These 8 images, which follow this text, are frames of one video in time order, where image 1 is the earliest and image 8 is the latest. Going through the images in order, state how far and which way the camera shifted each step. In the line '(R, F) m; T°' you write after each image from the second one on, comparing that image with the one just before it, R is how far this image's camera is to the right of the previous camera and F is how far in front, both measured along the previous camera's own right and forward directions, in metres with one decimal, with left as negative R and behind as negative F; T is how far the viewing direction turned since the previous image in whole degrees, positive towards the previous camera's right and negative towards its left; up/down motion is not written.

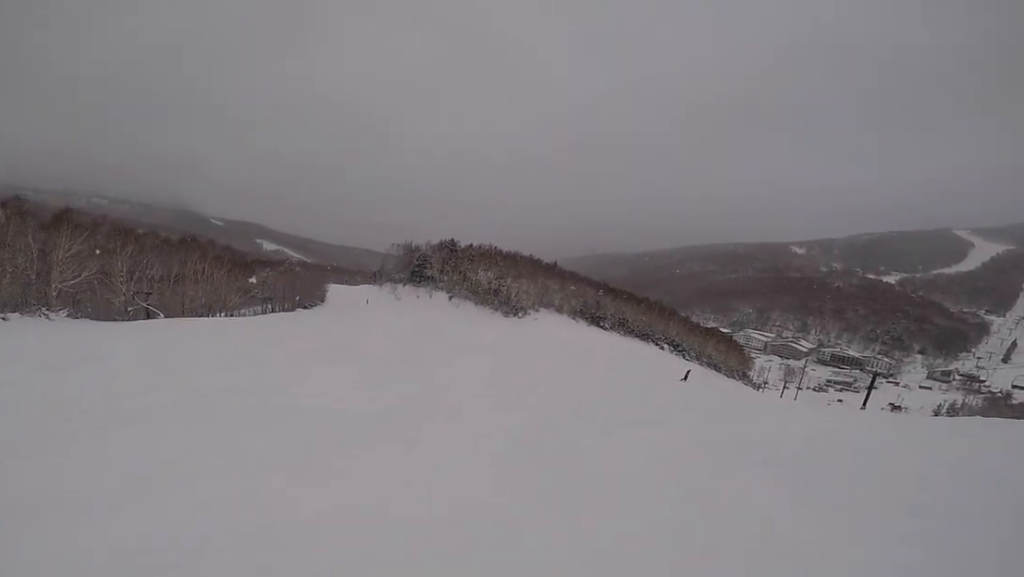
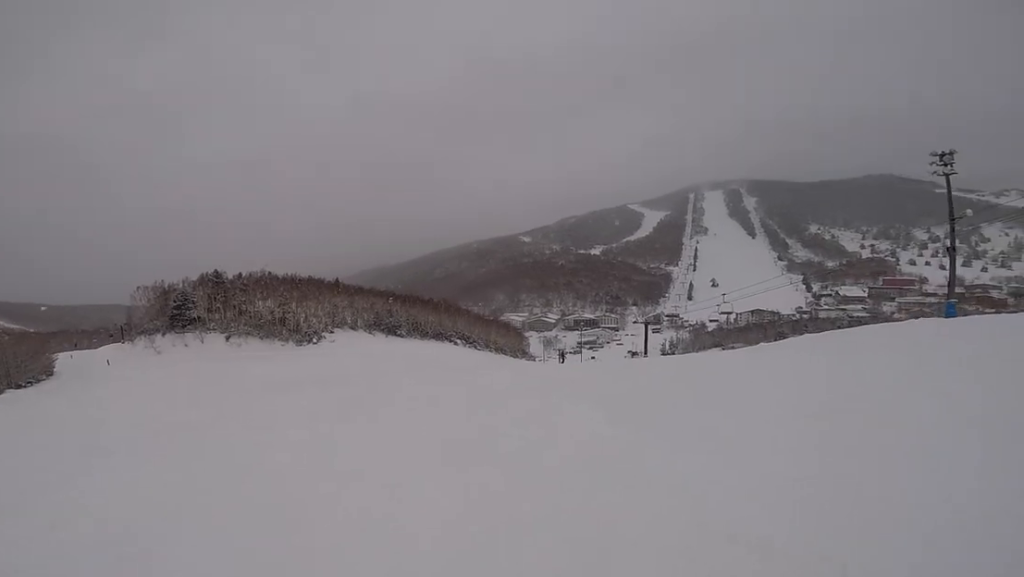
(+2.7, +11.2) m; +48°
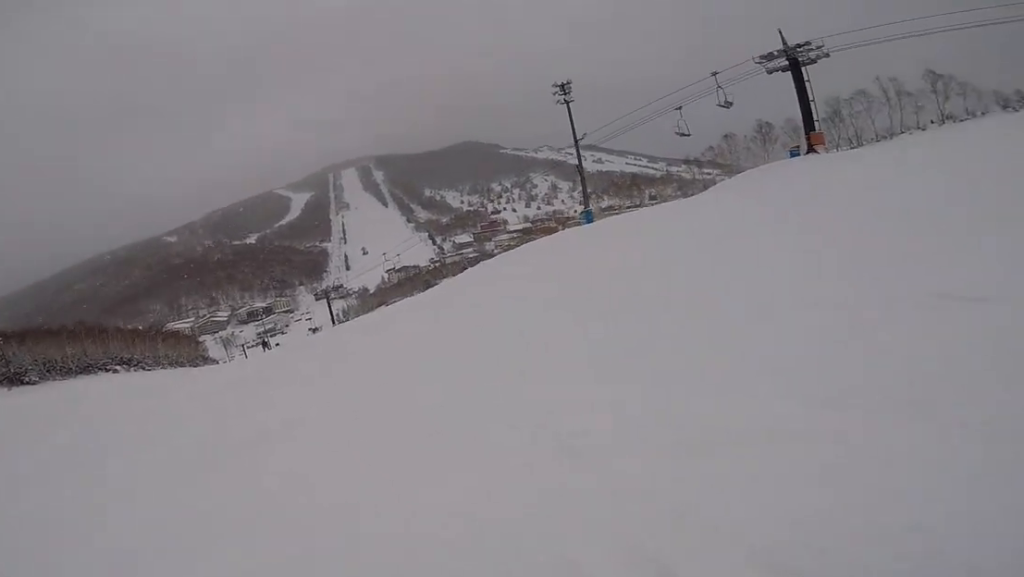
(+2.0, +5.6) m; +20°
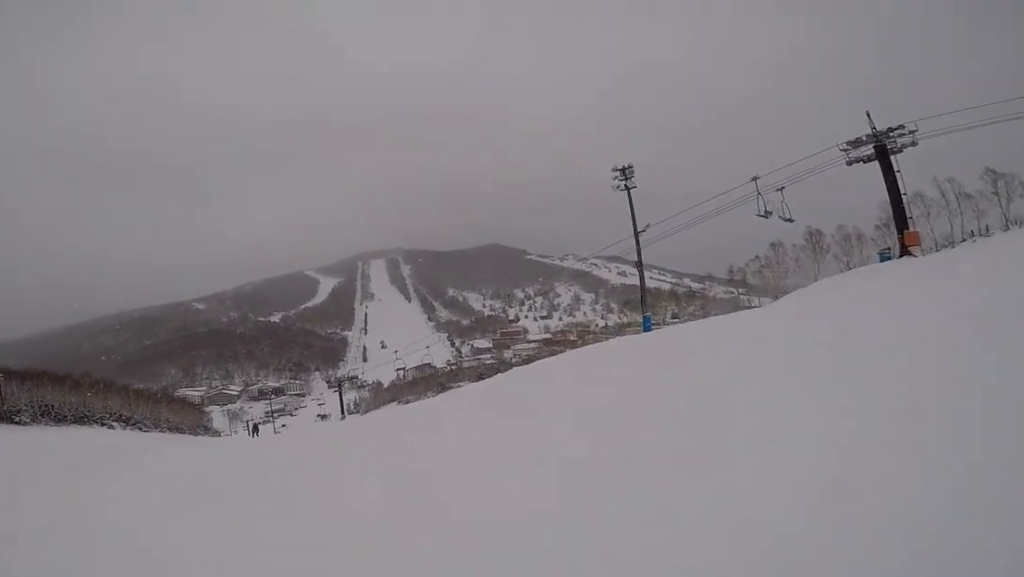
(-0.2, +4.9) m; -18°
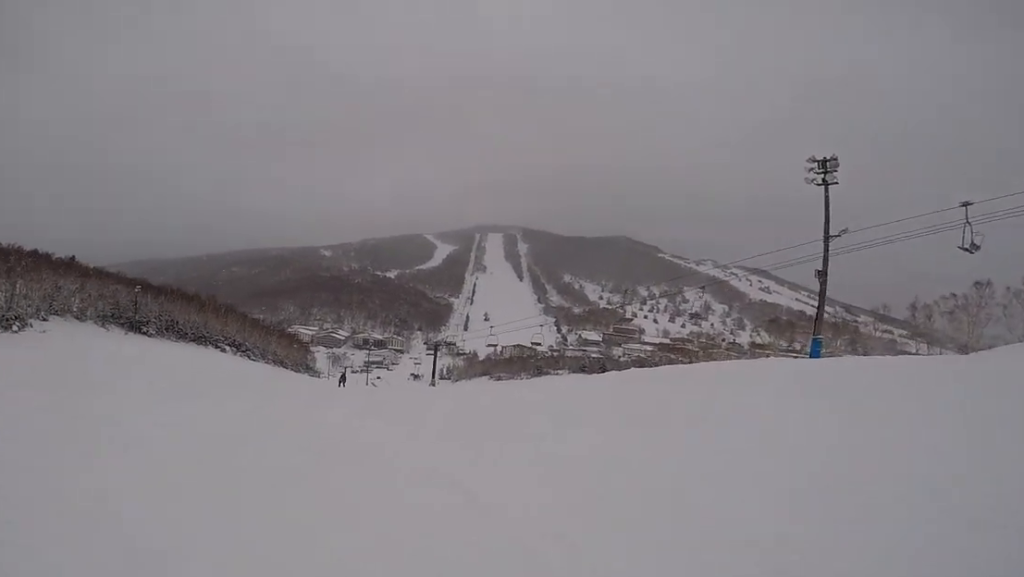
(-0.8, +3.1) m; -19°
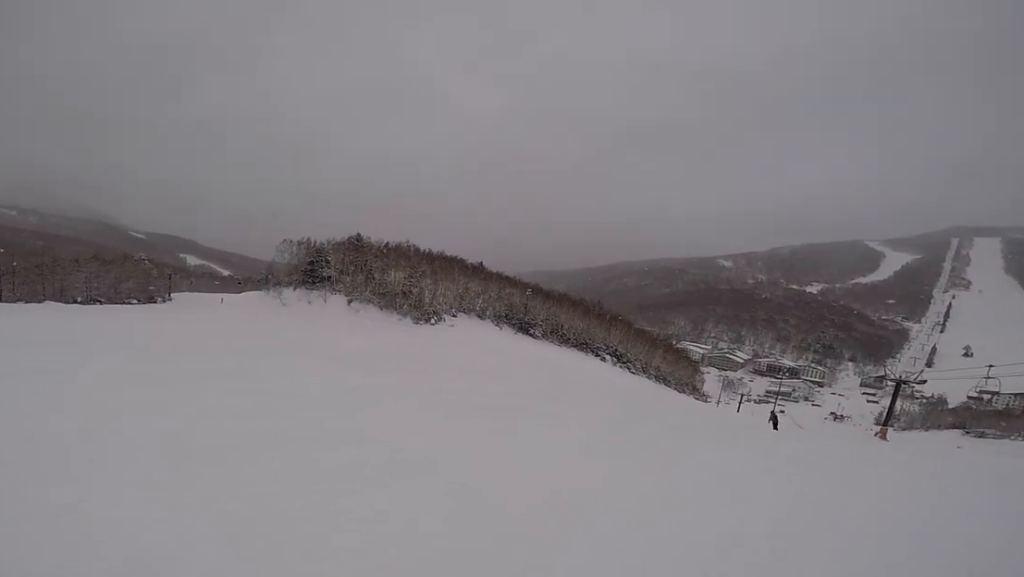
(-3.7, +7.9) m; -37°
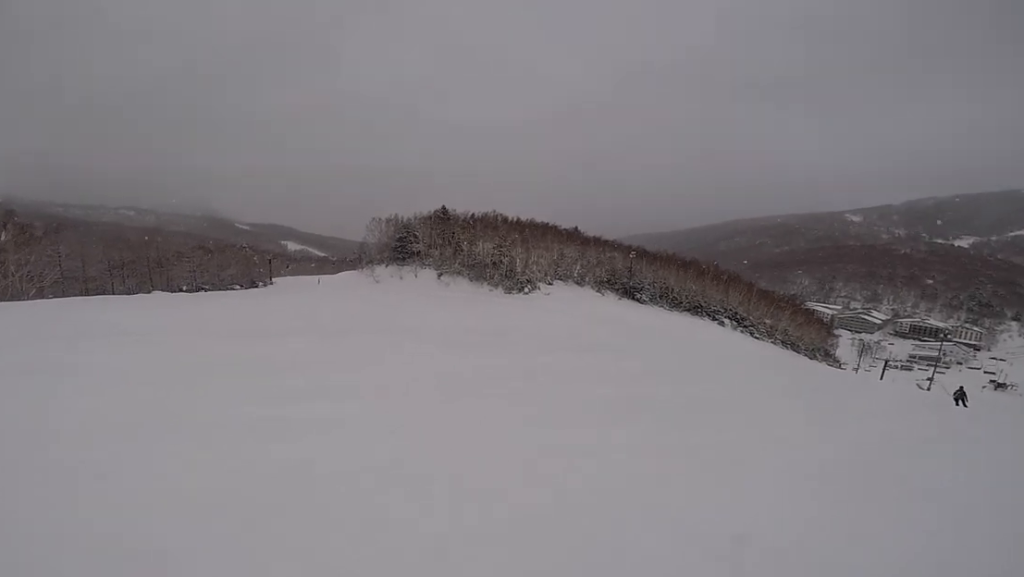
(-0.4, +3.0) m; 0°
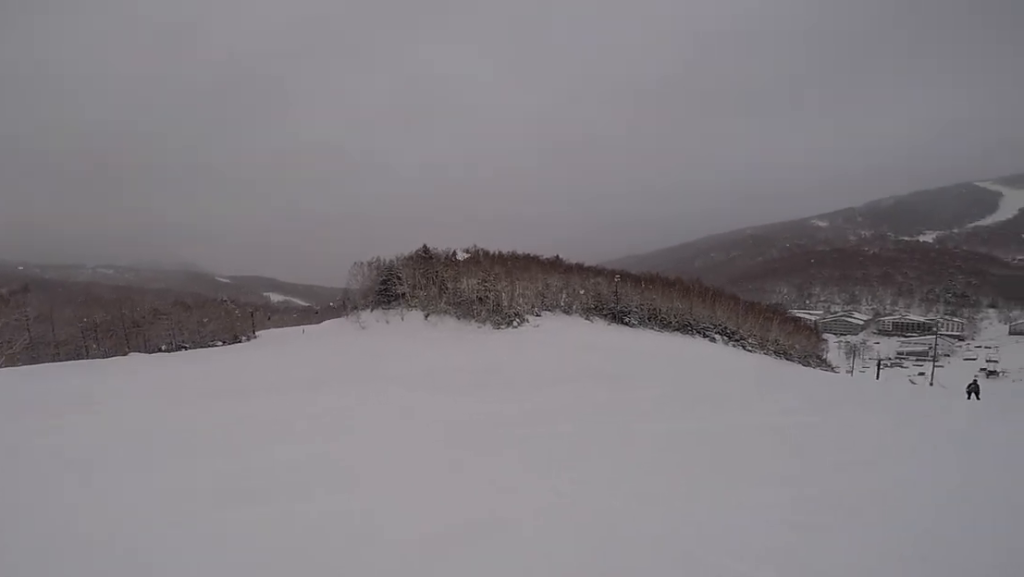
(+0.2, +2.1) m; +9°
